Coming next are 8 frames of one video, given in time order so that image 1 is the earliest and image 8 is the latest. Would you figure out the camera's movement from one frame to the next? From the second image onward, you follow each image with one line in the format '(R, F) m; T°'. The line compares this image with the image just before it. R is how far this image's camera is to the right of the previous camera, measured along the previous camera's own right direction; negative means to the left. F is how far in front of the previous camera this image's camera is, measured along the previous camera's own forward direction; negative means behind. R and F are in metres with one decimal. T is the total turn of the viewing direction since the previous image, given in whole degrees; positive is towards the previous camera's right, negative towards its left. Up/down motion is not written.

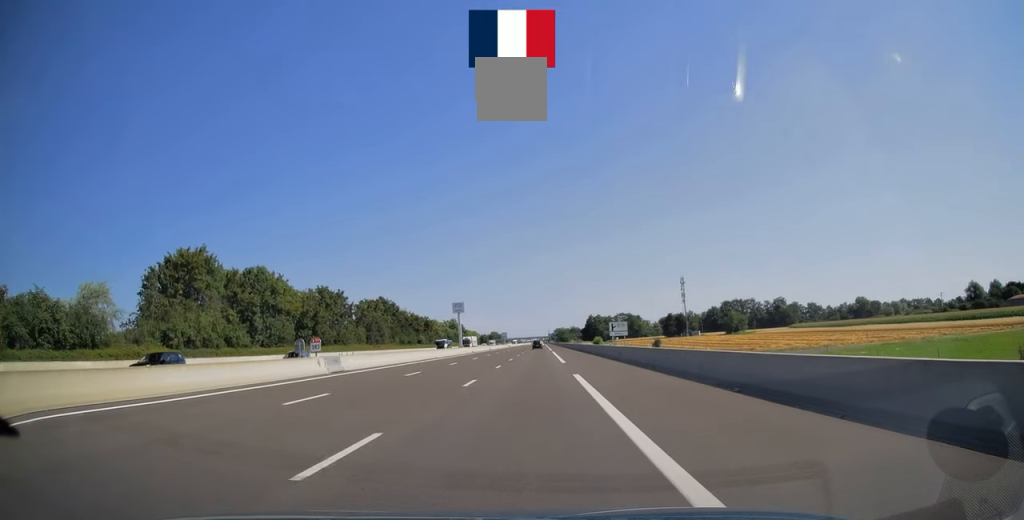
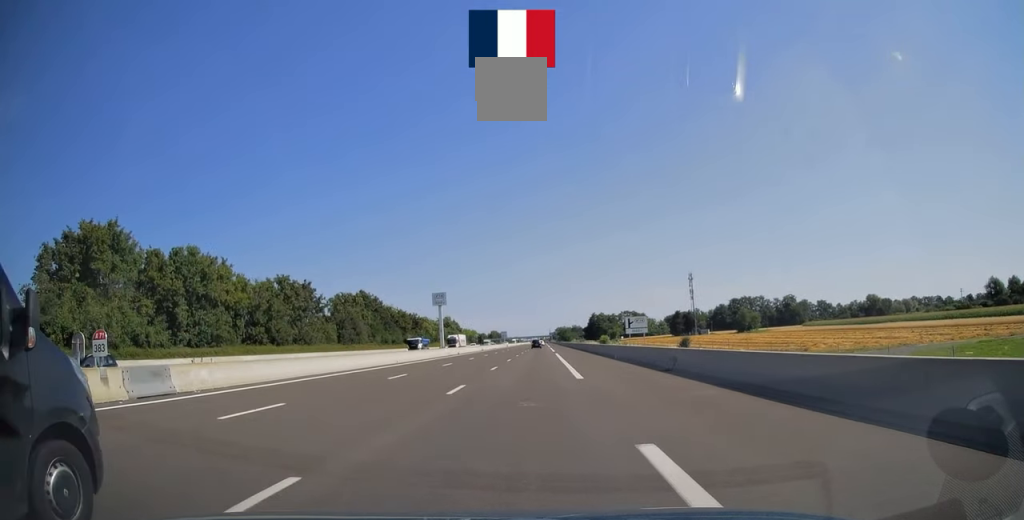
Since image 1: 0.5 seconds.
(0.0, +15.9) m; 0°
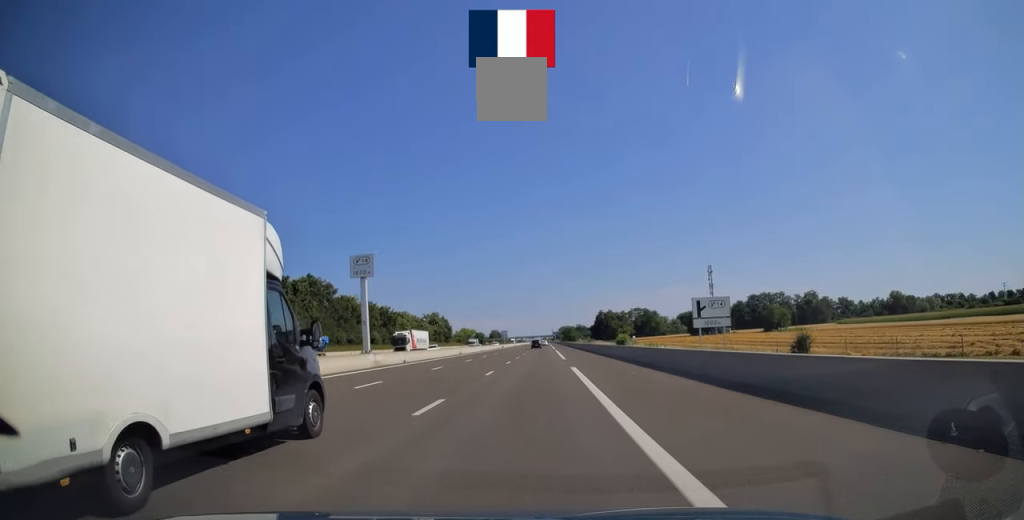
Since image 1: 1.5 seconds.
(0.0, +30.4) m; 0°
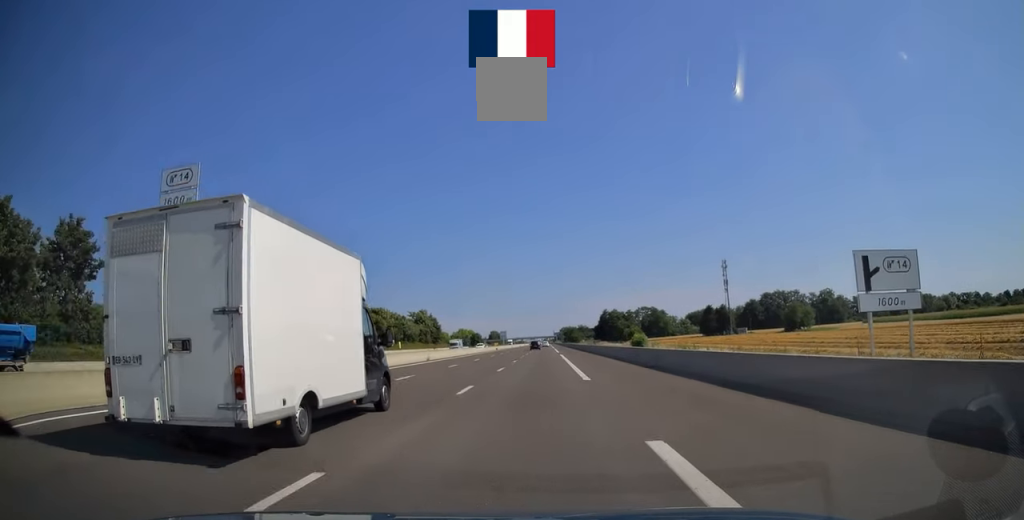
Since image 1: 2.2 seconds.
(+0.1, +21.1) m; 0°
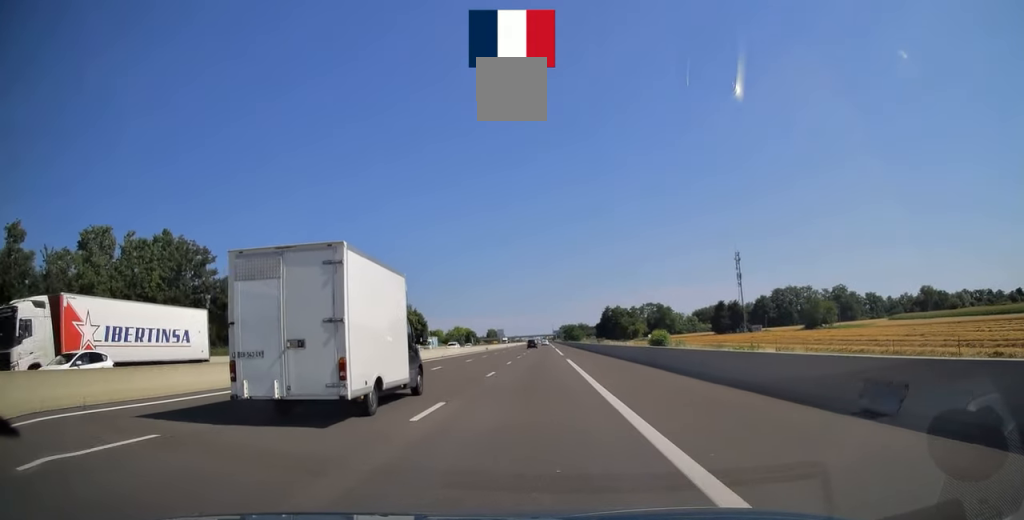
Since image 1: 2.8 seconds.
(0.0, +18.5) m; 0°
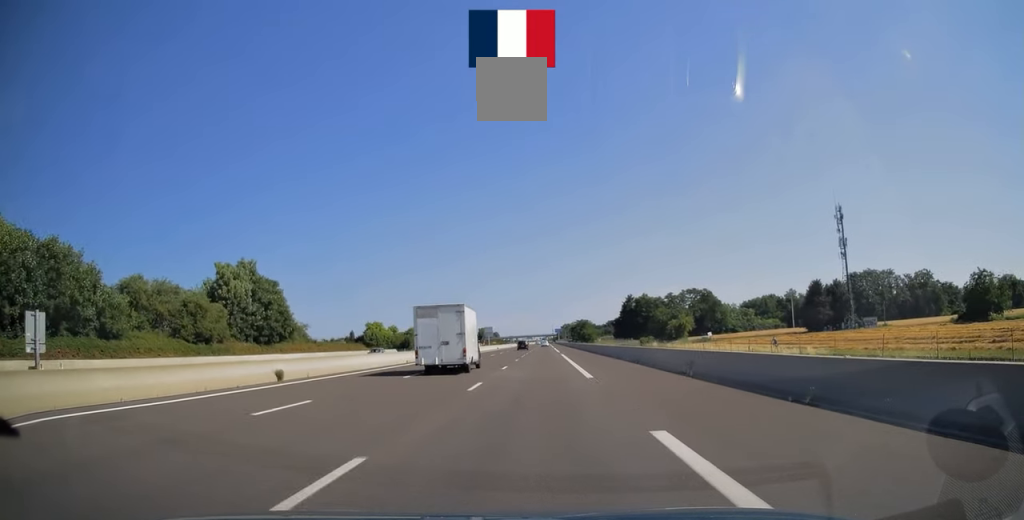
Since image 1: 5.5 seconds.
(-0.1, +84.1) m; 0°
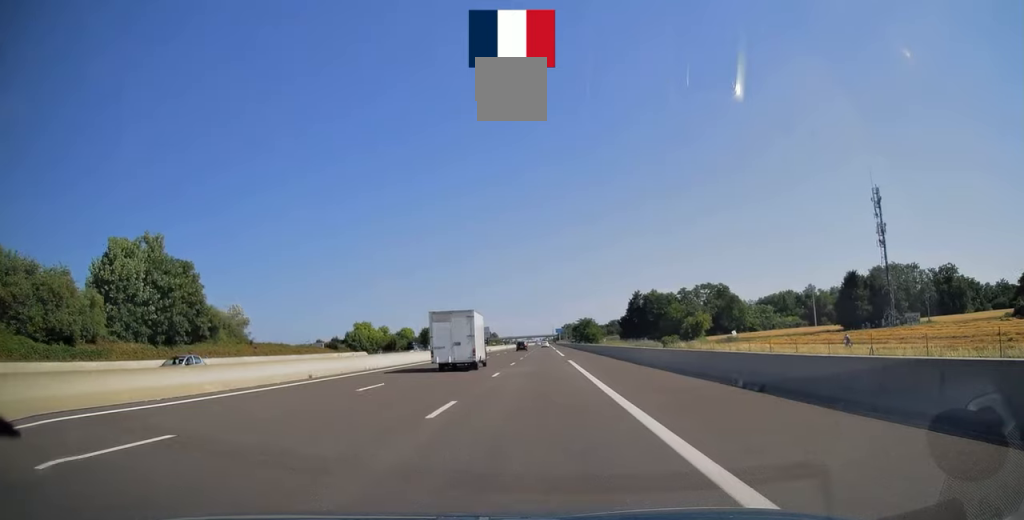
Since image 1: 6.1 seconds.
(0.0, +19.1) m; 0°
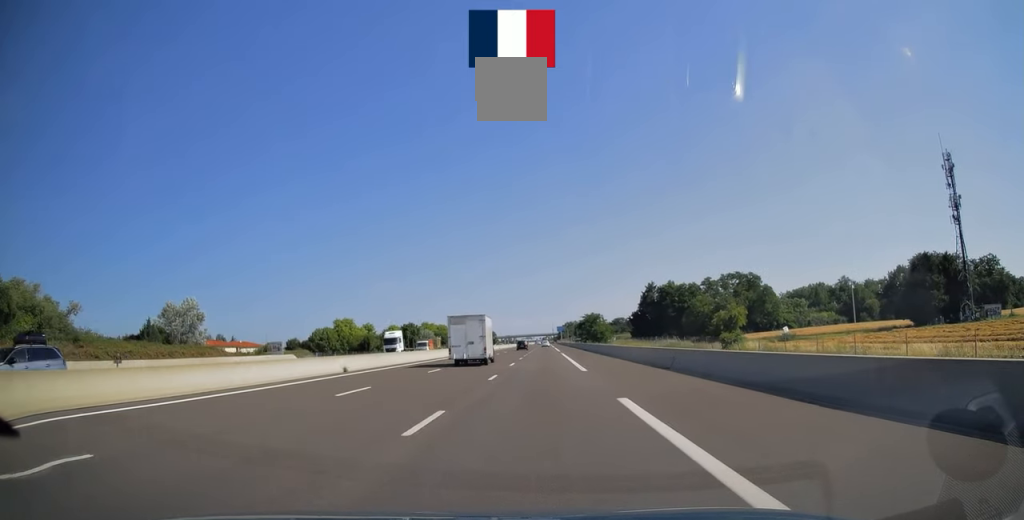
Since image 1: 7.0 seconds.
(0.0, +27.8) m; 0°
